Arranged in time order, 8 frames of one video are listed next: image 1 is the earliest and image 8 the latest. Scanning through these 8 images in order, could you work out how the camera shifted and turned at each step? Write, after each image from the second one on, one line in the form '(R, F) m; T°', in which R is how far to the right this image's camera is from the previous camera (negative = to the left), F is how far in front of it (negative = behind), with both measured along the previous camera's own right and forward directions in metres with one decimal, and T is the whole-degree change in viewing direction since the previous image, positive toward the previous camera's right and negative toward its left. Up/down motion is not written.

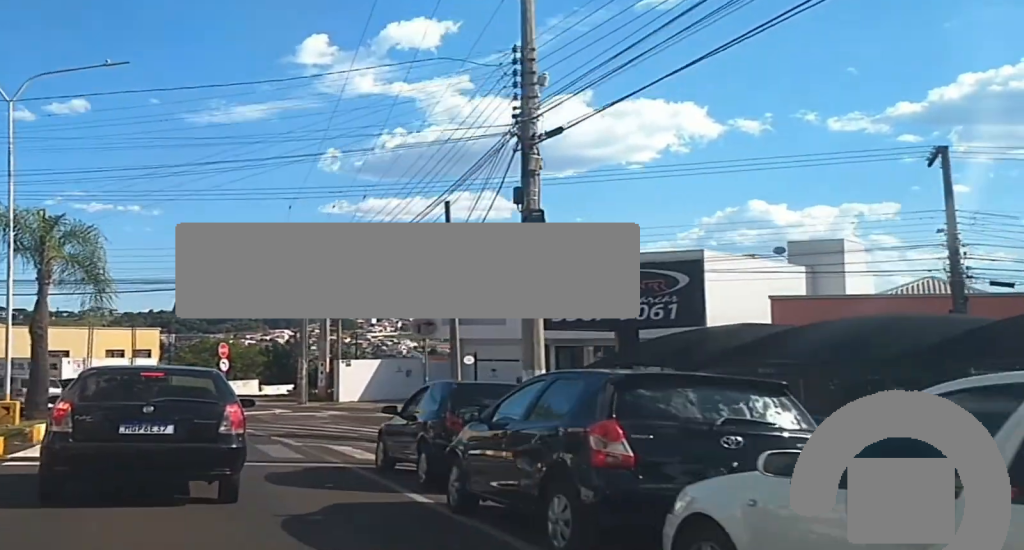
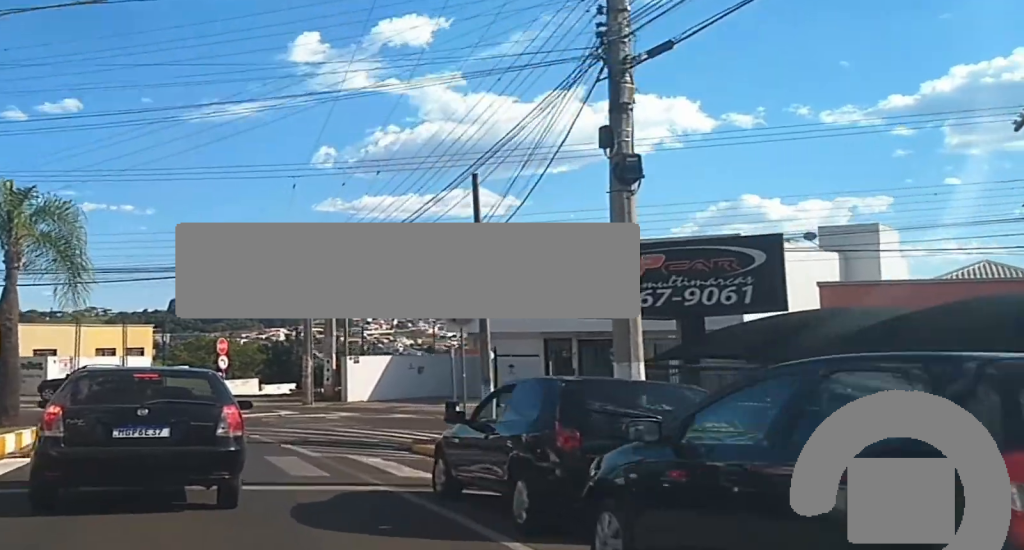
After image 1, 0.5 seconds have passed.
(0.0, +3.5) m; 0°
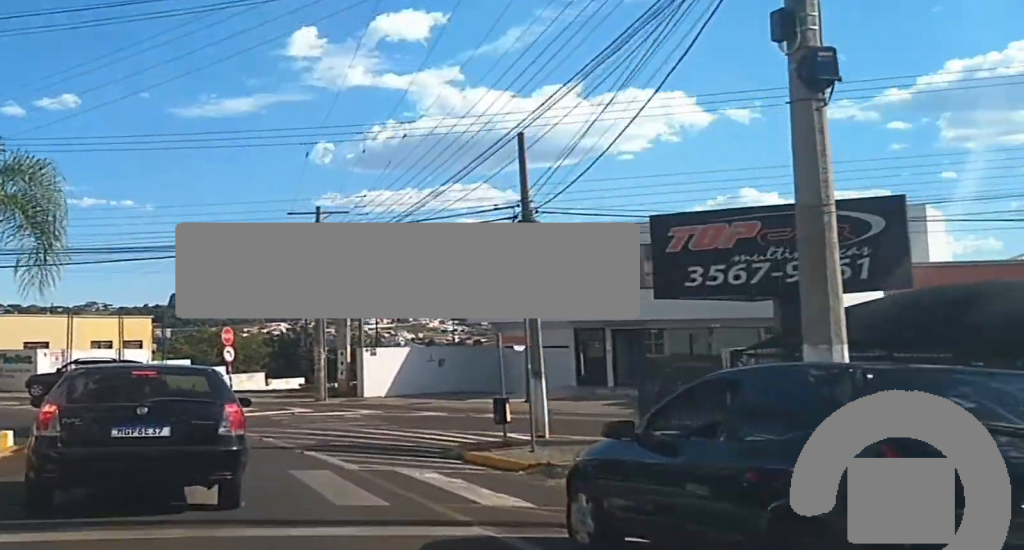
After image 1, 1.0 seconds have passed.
(0.0, +3.7) m; -1°
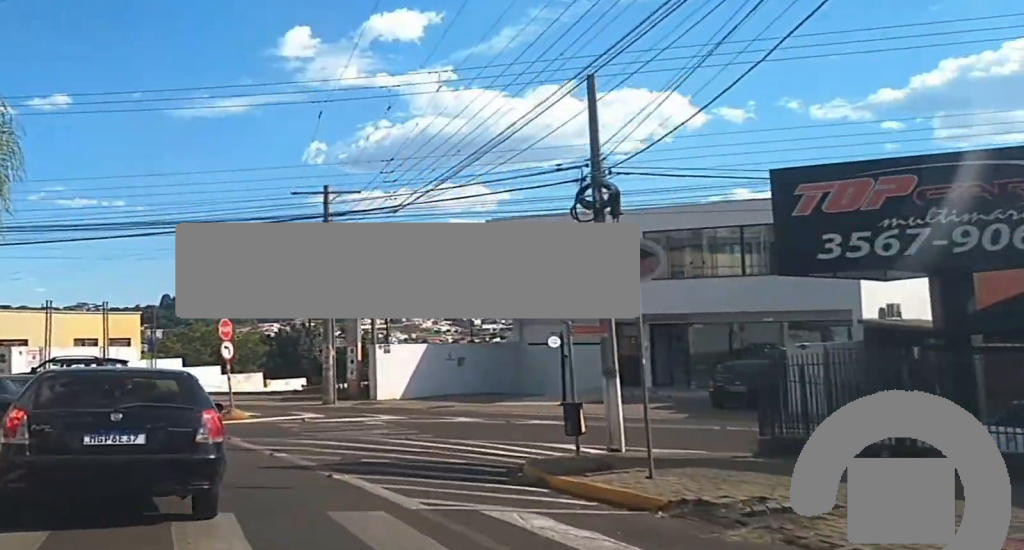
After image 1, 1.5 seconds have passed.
(0.0, +4.1) m; -3°
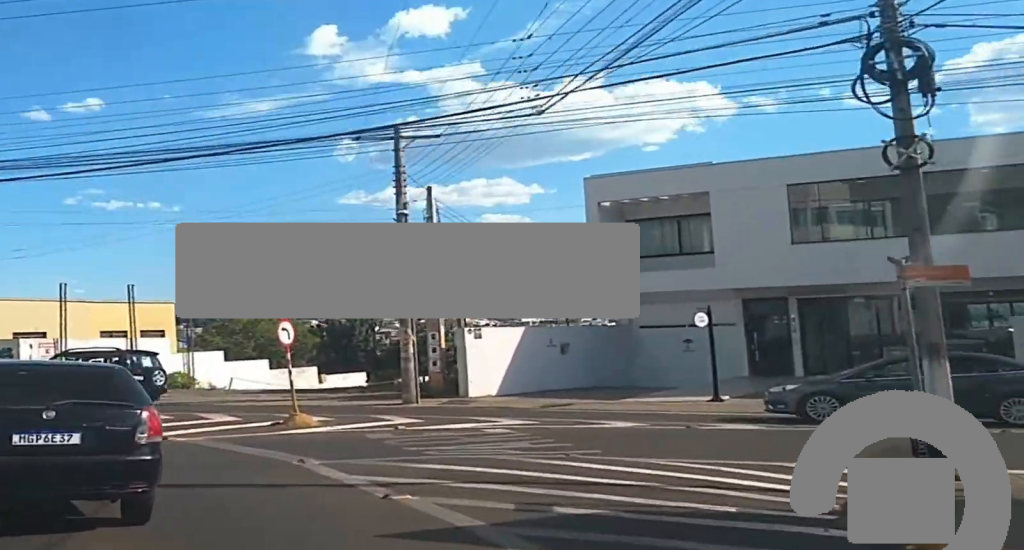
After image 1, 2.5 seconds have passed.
(-0.5, +6.9) m; -5°
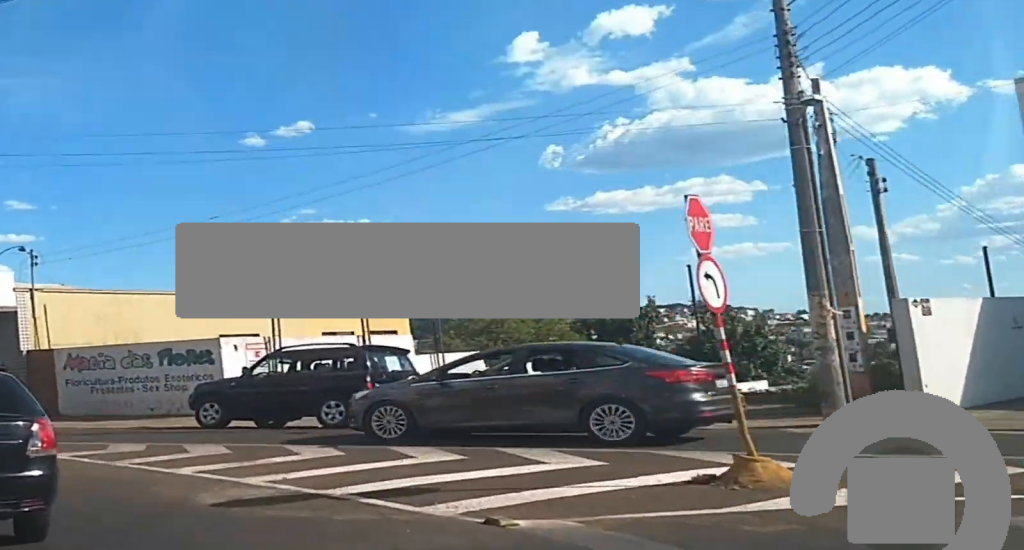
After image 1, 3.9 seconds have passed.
(-0.3, +9.5) m; -3°
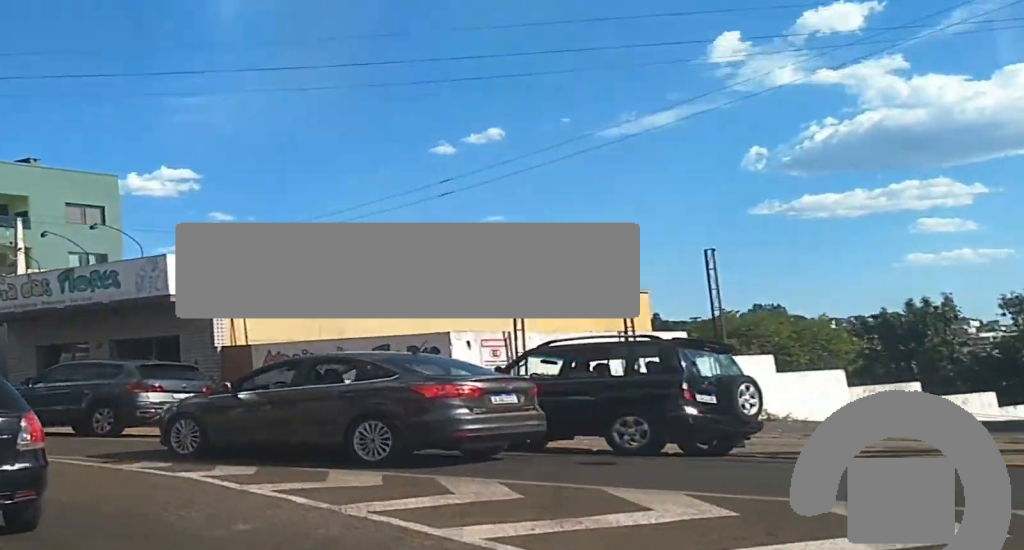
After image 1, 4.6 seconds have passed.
(+0.1, +5.0) m; -8°
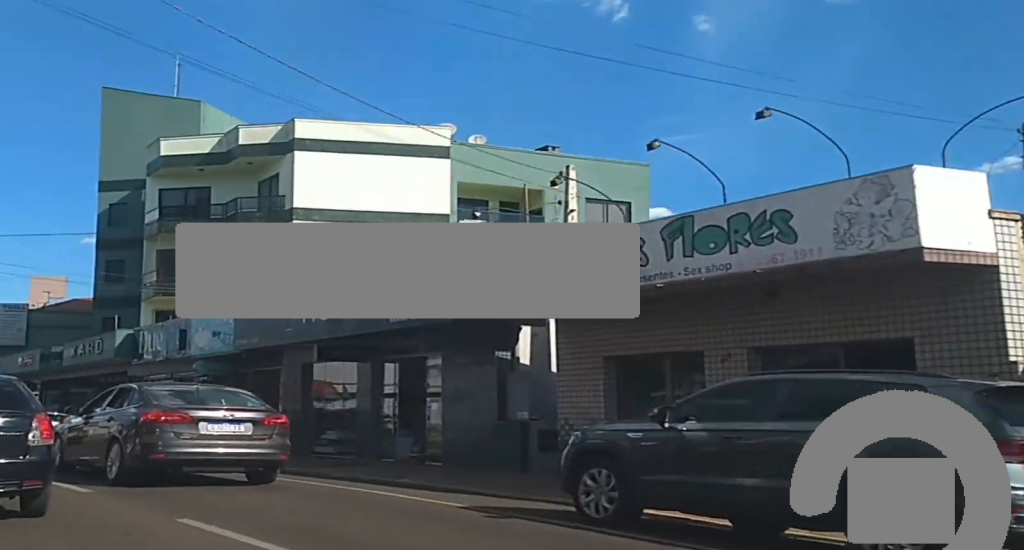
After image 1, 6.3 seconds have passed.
(-2.6, +11.1) m; -22°
